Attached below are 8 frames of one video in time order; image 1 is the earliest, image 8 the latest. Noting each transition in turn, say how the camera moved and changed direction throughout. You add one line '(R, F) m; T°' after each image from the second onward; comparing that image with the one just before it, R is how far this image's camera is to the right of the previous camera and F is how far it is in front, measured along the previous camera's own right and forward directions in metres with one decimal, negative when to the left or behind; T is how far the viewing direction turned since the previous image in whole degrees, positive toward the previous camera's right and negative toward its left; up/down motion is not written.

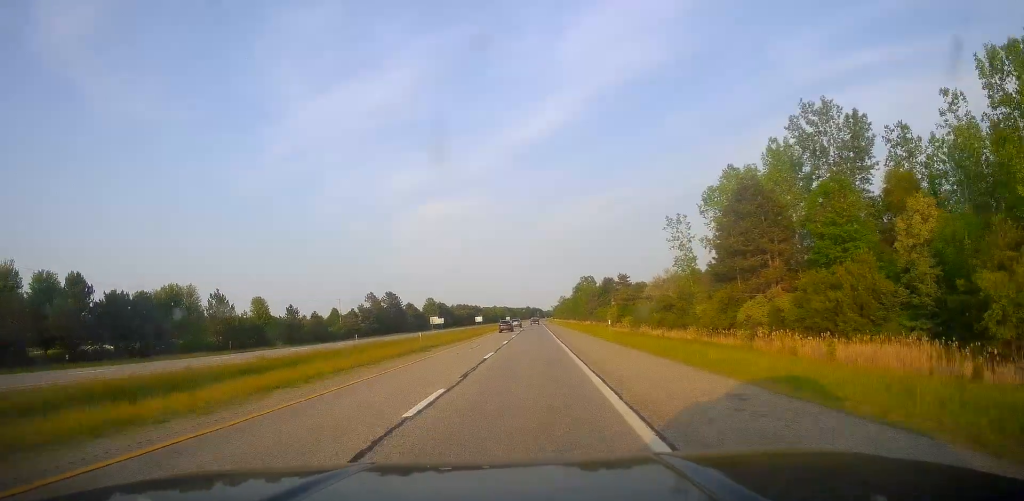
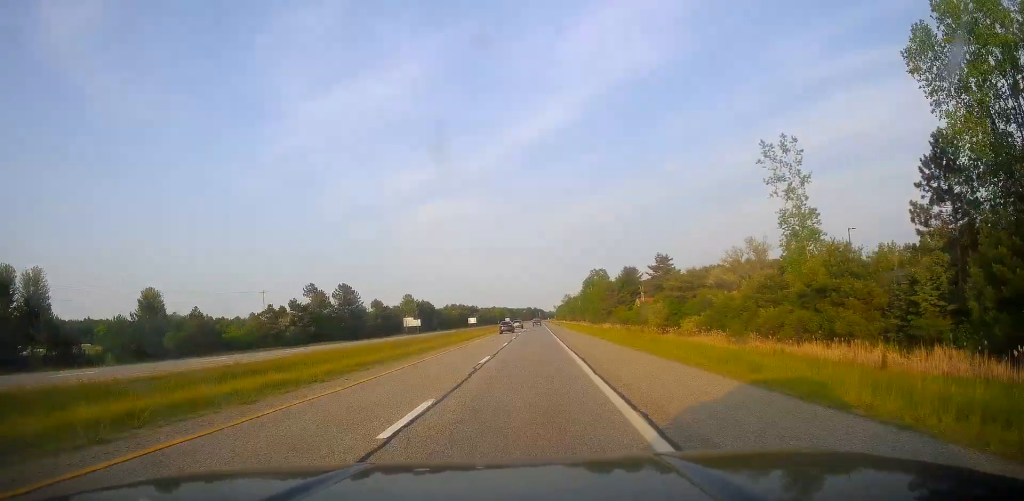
(-0.2, +47.8) m; -1°
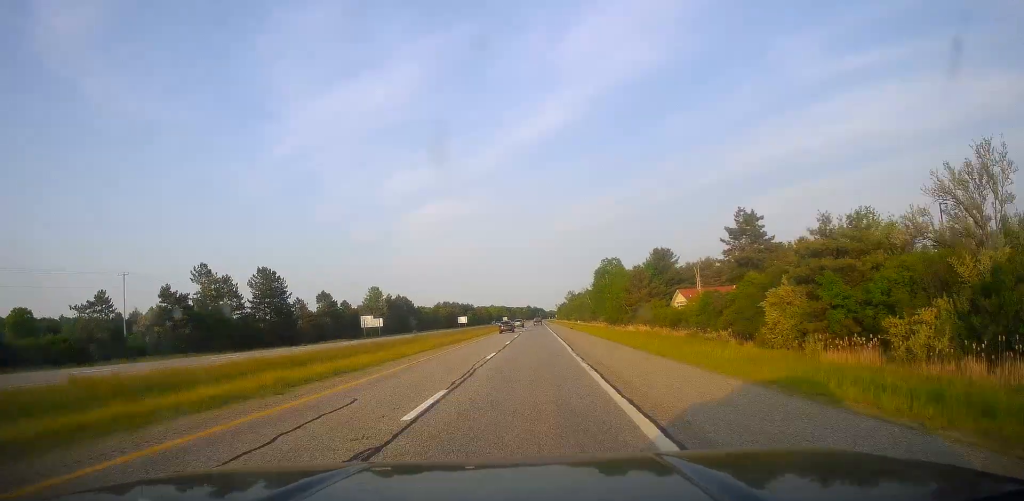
(-0.1, +44.2) m; 0°
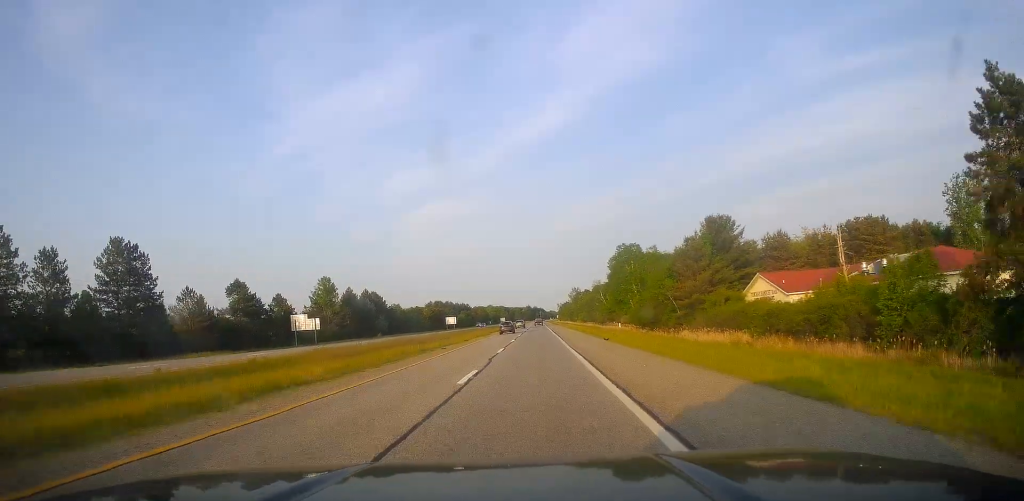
(0.0, +40.6) m; 0°
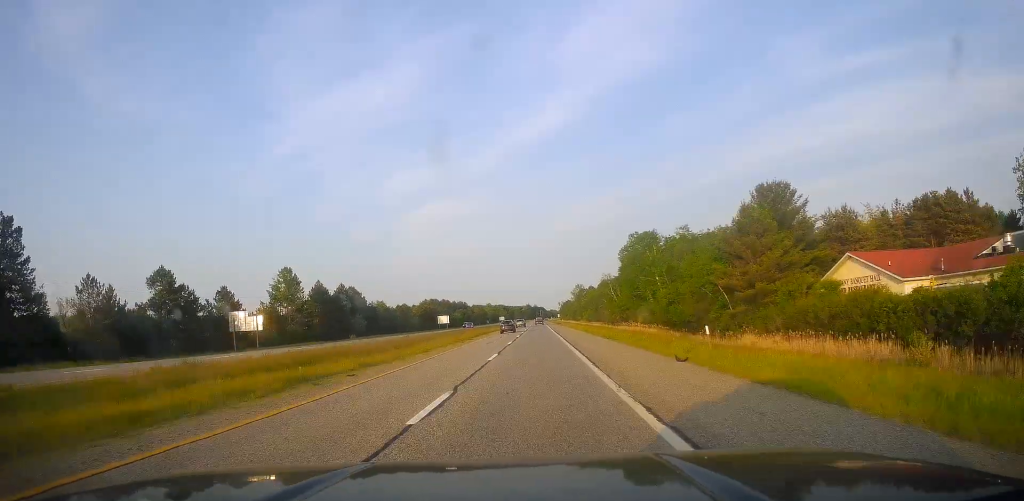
(0.0, +21.5) m; 0°
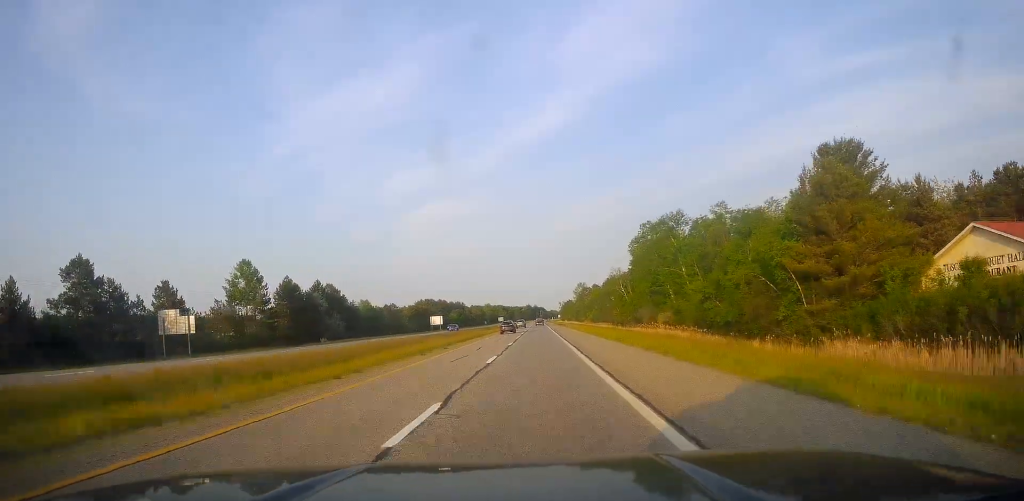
(0.0, +16.7) m; 0°
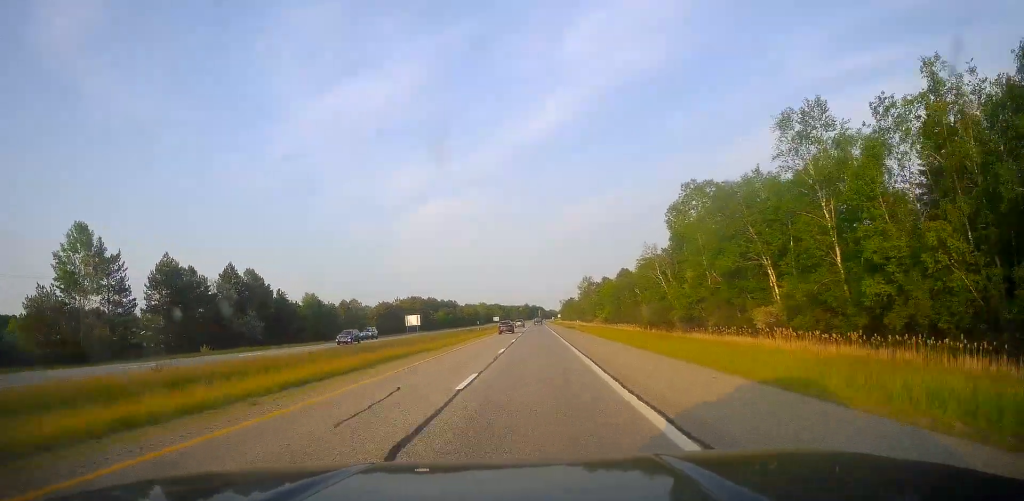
(0.0, +39.4) m; 0°
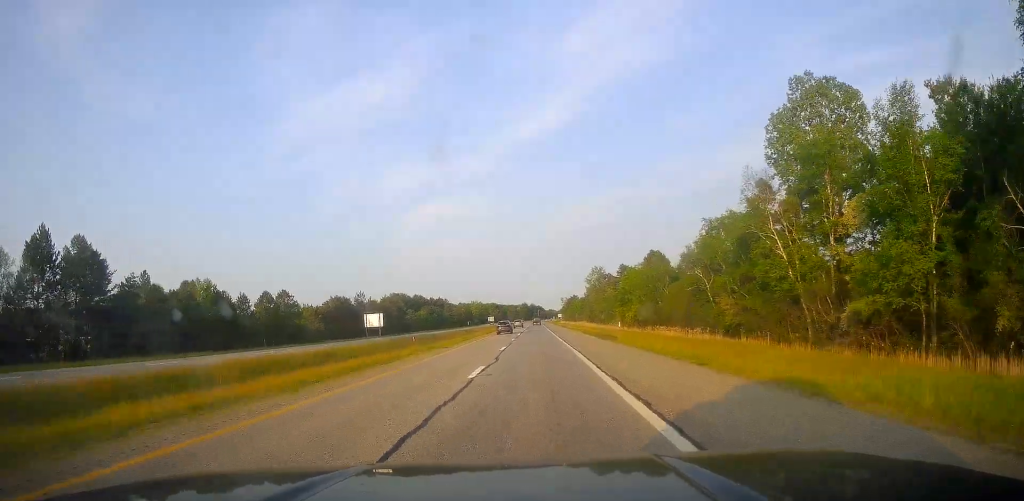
(0.0, +43.1) m; +1°
